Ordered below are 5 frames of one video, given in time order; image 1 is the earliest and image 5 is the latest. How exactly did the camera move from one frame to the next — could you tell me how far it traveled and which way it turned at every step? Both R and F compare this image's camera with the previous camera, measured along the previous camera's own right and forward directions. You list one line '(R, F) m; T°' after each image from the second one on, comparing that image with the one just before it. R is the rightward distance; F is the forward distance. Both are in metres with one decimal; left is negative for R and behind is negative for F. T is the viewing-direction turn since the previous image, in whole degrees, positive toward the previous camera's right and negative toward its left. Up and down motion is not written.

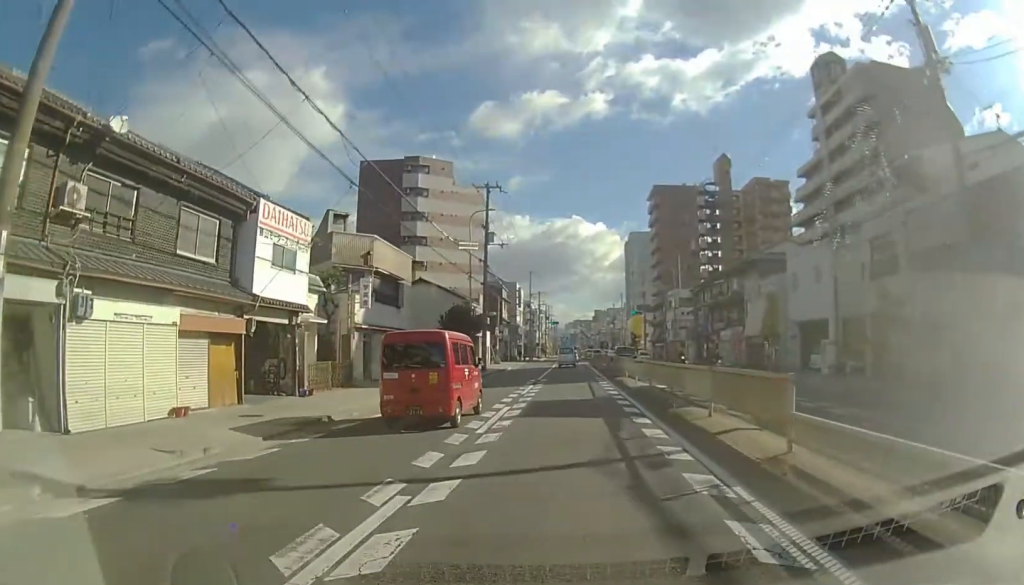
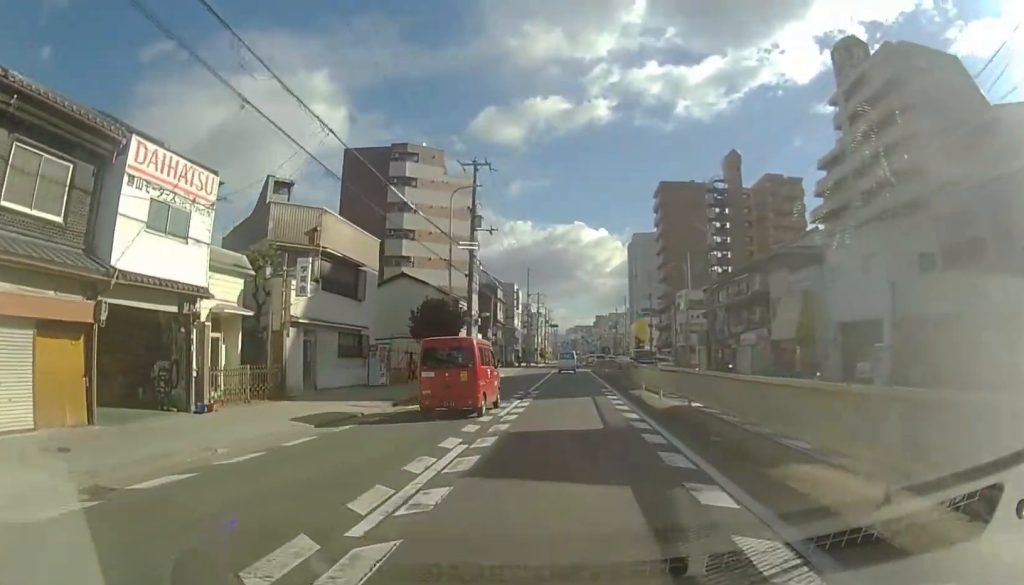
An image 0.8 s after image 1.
(0.0, +6.8) m; 0°
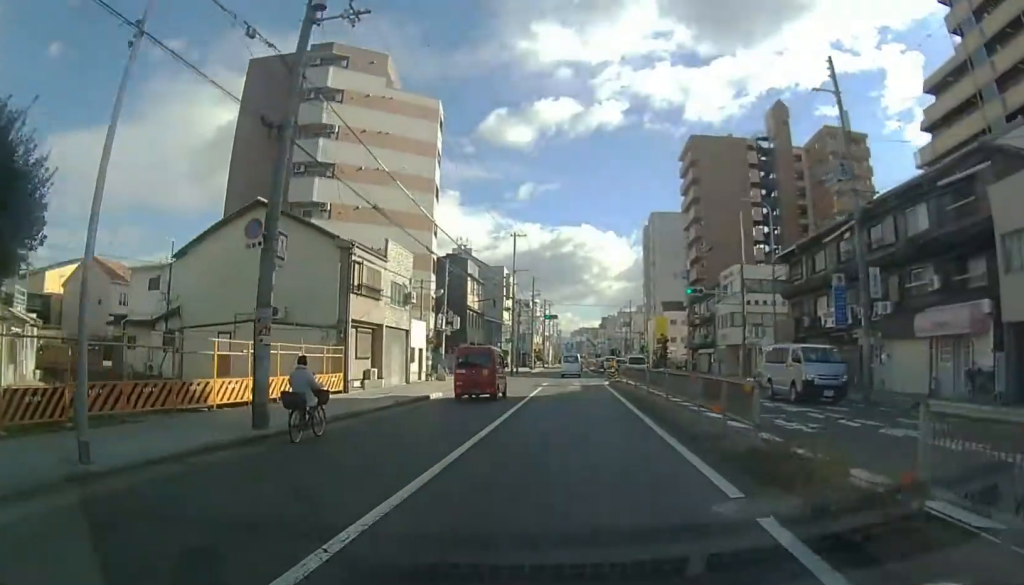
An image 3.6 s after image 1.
(0.0, +24.0) m; -1°
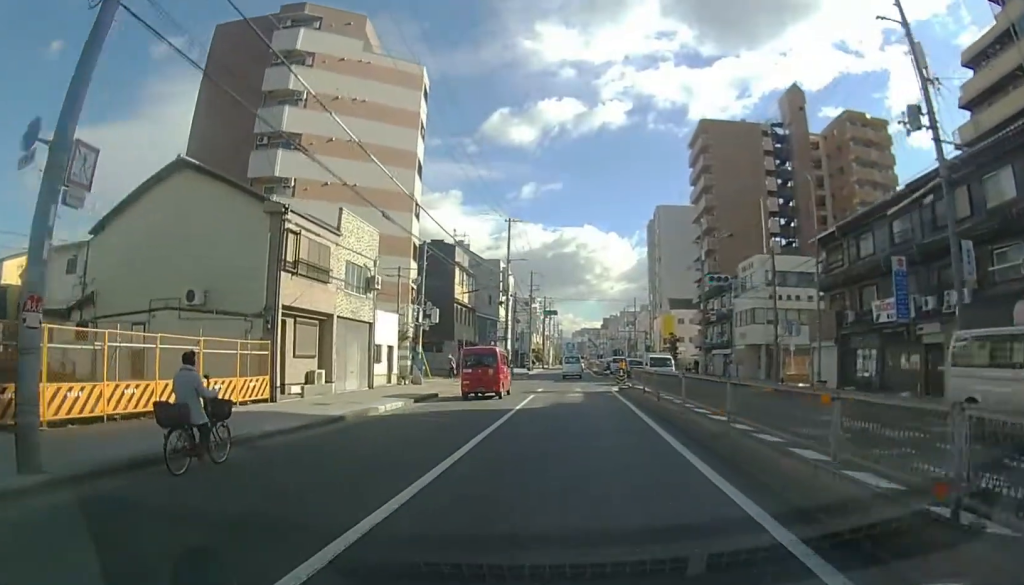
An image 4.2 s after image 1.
(-0.1, +5.7) m; -1°
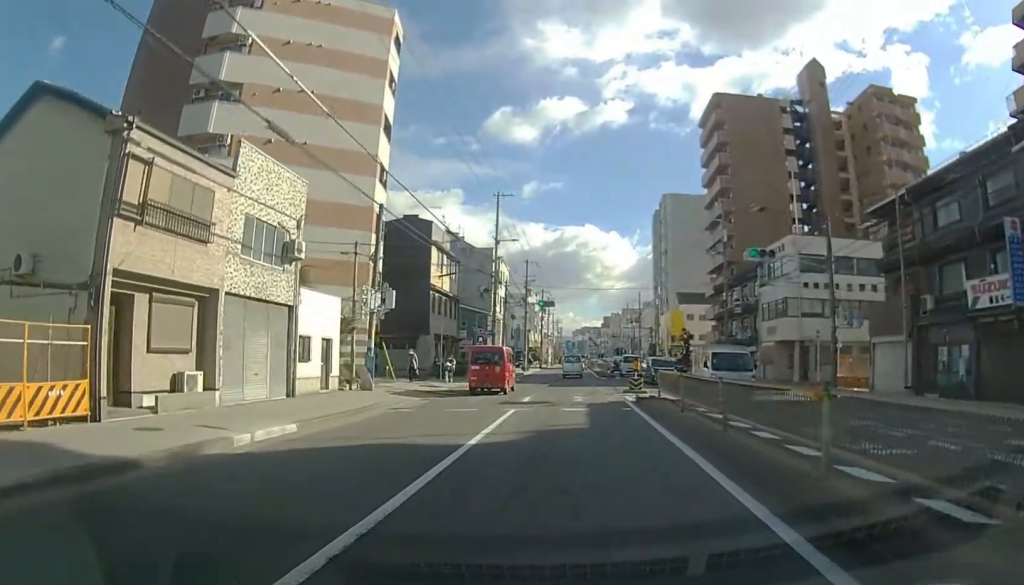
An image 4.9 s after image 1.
(-0.1, +7.1) m; 0°
